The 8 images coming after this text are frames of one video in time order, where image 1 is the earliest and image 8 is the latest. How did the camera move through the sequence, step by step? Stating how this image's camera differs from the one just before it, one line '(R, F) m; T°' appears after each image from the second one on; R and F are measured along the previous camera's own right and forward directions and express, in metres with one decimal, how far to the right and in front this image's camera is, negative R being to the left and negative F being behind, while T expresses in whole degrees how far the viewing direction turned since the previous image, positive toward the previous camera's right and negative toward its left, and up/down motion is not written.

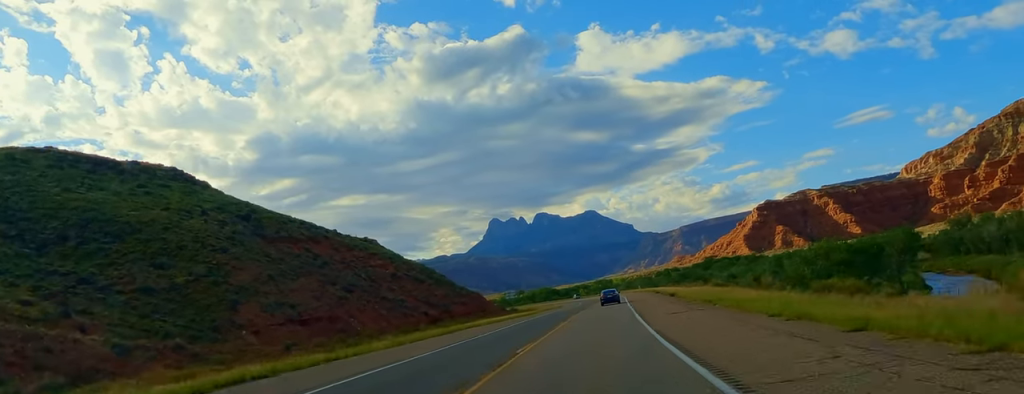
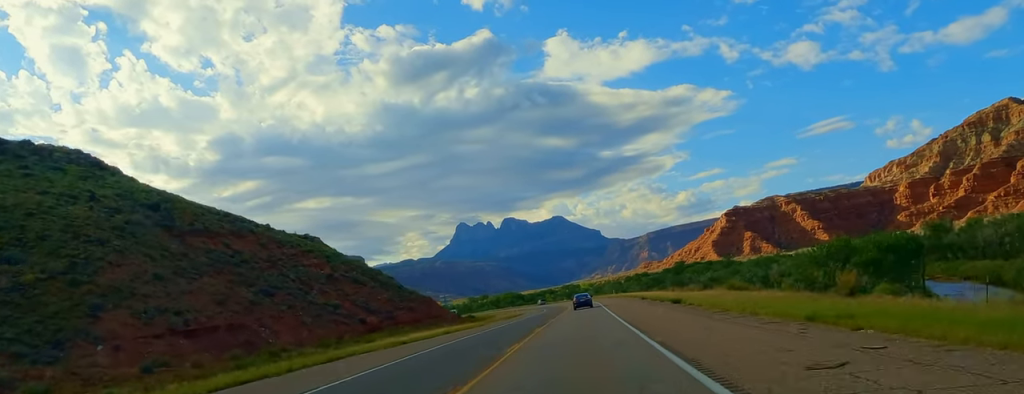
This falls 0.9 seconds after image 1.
(+0.2, +23.9) m; 0°
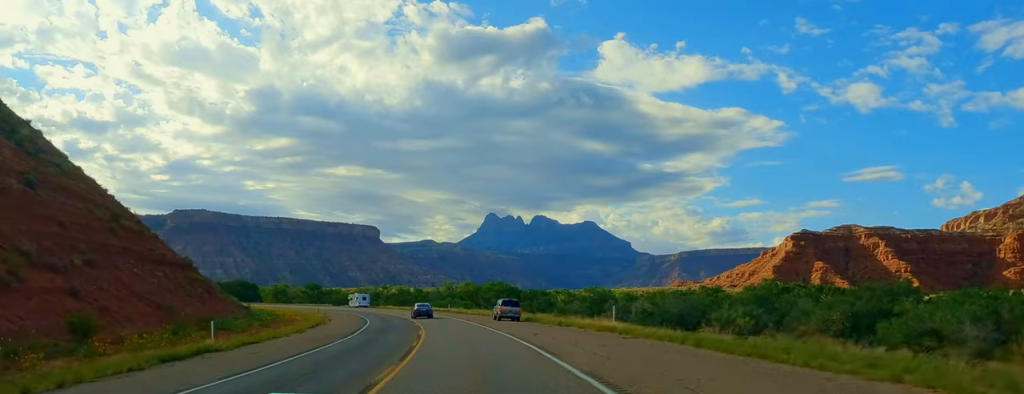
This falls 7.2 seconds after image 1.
(-7.9, +164.3) m; -11°
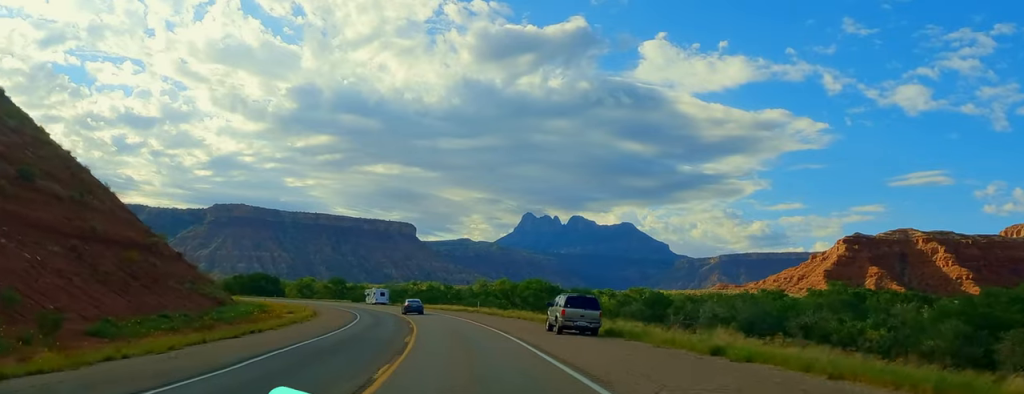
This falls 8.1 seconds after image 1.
(-1.1, +24.2) m; -4°
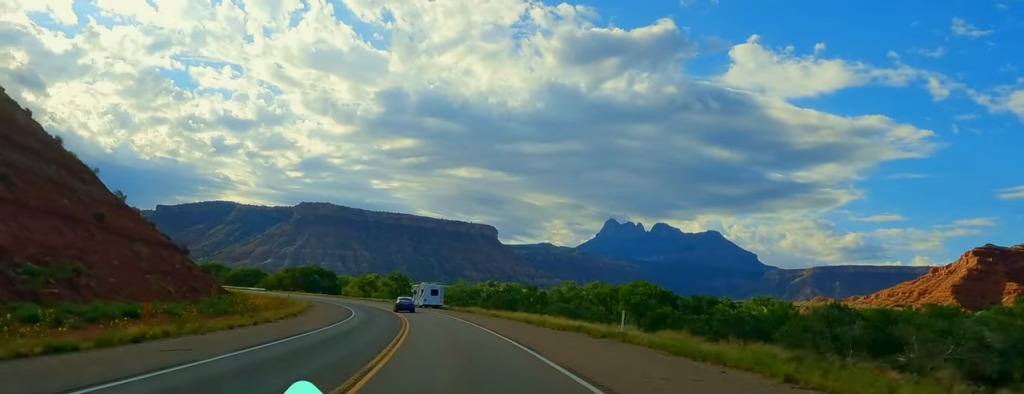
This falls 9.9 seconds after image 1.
(-2.9, +47.1) m; -8°
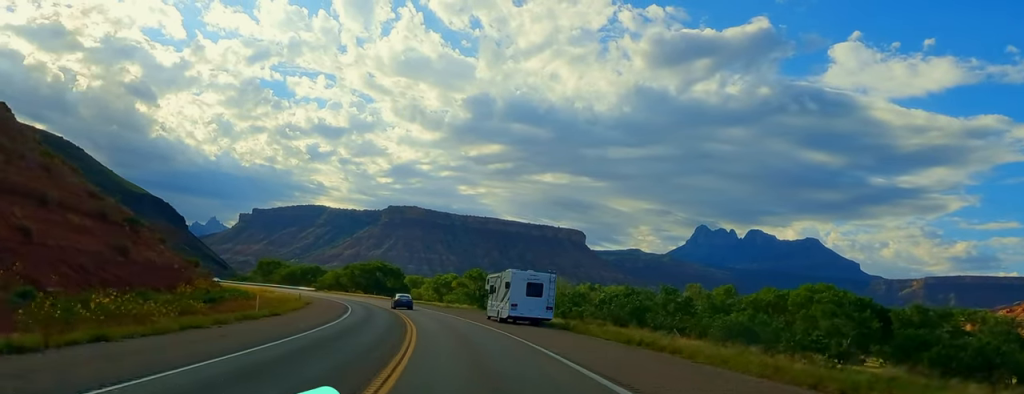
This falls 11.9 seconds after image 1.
(-3.9, +50.5) m; -6°
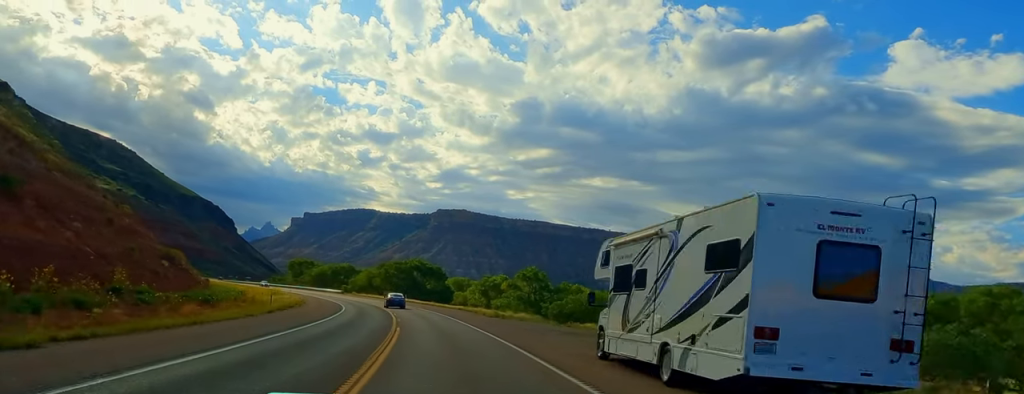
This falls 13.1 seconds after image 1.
(-0.4, +30.1) m; -3°
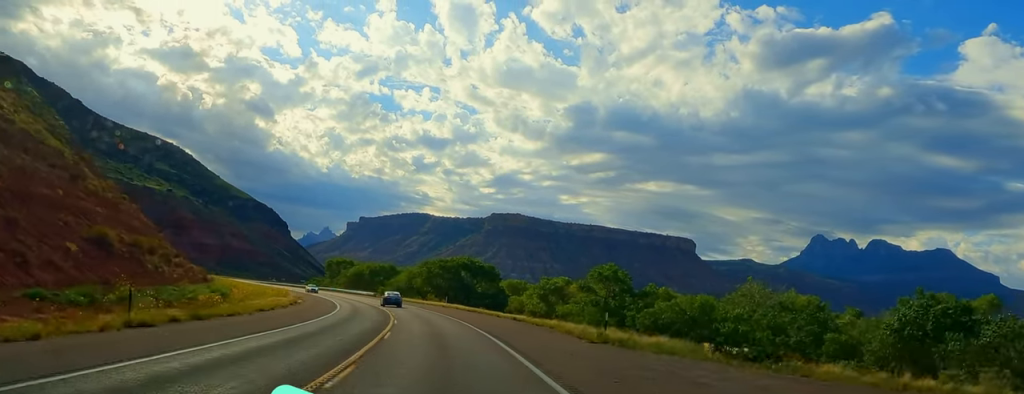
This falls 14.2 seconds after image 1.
(-1.0, +30.0) m; -4°
